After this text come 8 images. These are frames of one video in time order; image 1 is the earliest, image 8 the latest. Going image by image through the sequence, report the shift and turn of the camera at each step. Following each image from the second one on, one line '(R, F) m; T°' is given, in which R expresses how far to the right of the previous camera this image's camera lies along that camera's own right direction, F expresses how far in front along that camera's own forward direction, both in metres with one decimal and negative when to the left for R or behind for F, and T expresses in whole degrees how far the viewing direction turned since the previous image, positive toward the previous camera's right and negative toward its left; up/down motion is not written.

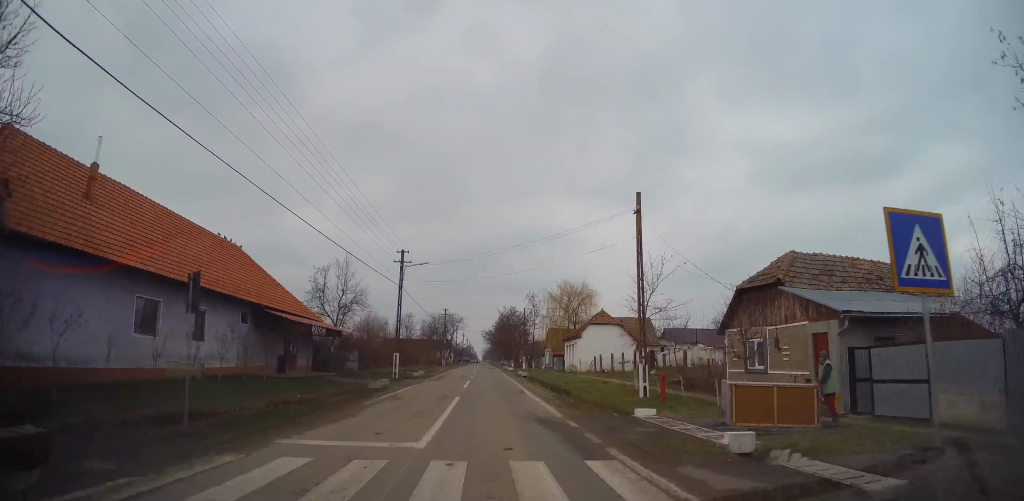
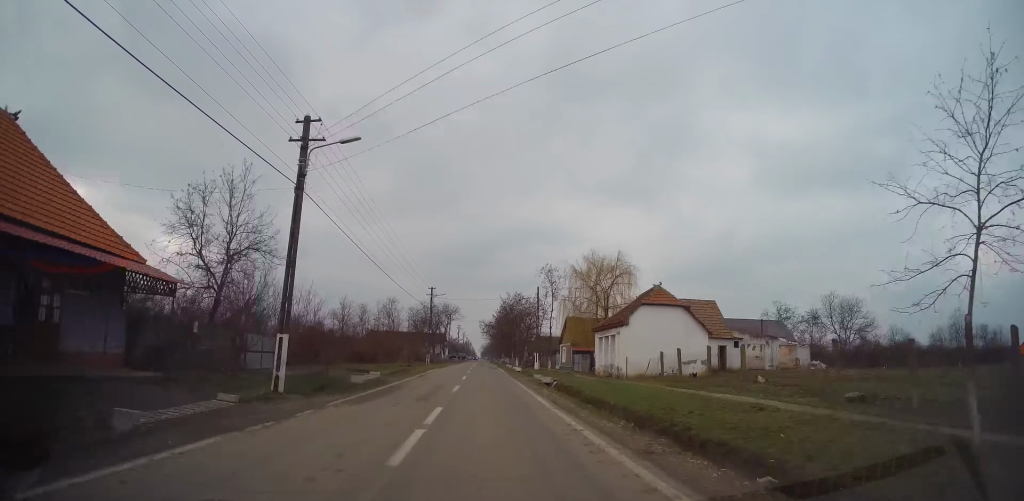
(+0.1, +18.6) m; 0°
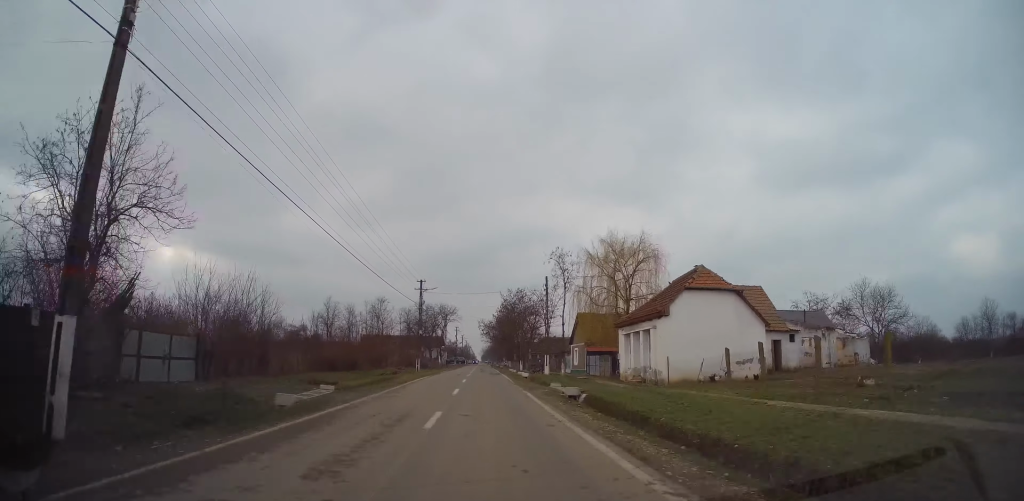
(0.0, +8.3) m; 0°
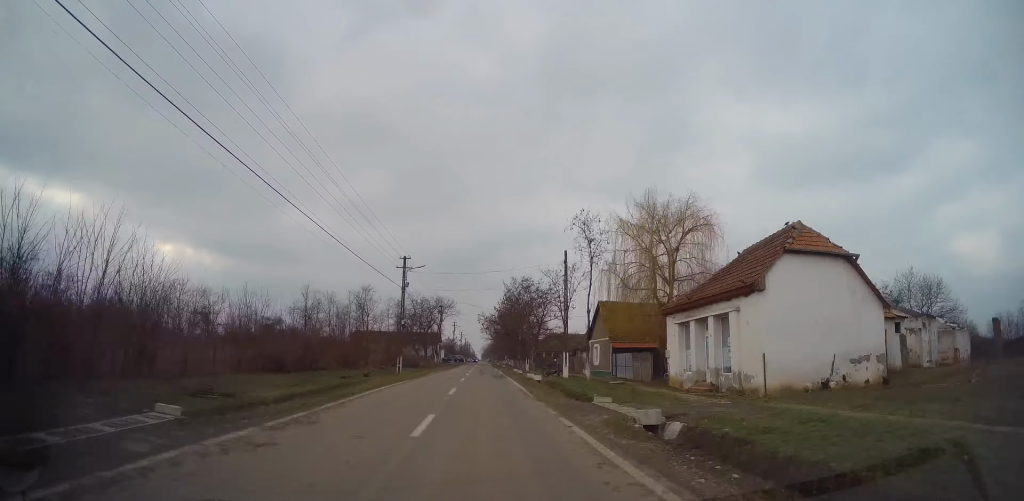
(0.0, +10.2) m; 0°
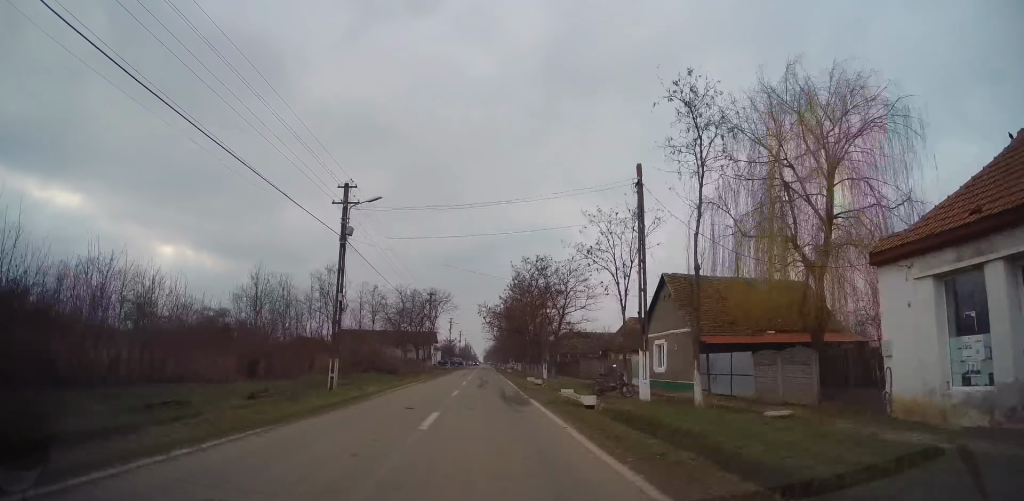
(0.0, +16.6) m; -2°
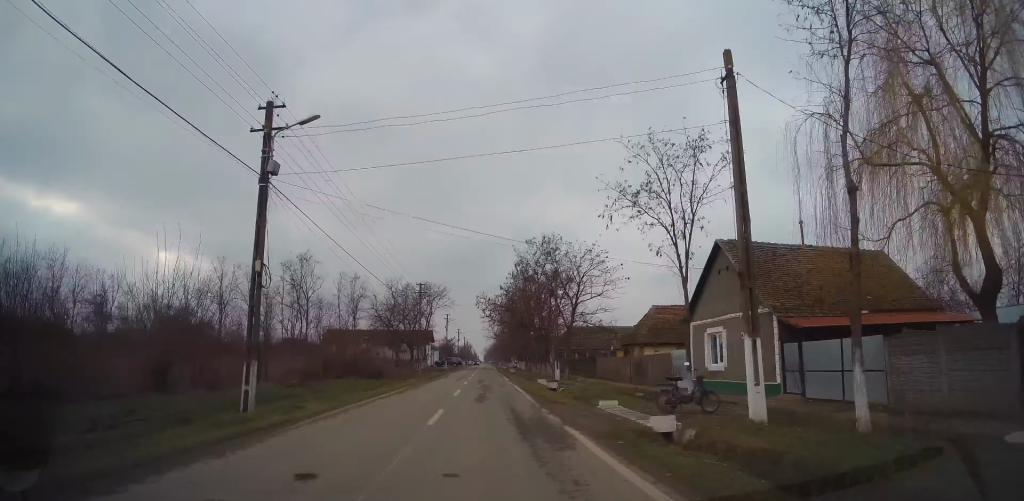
(-0.2, +7.6) m; 0°
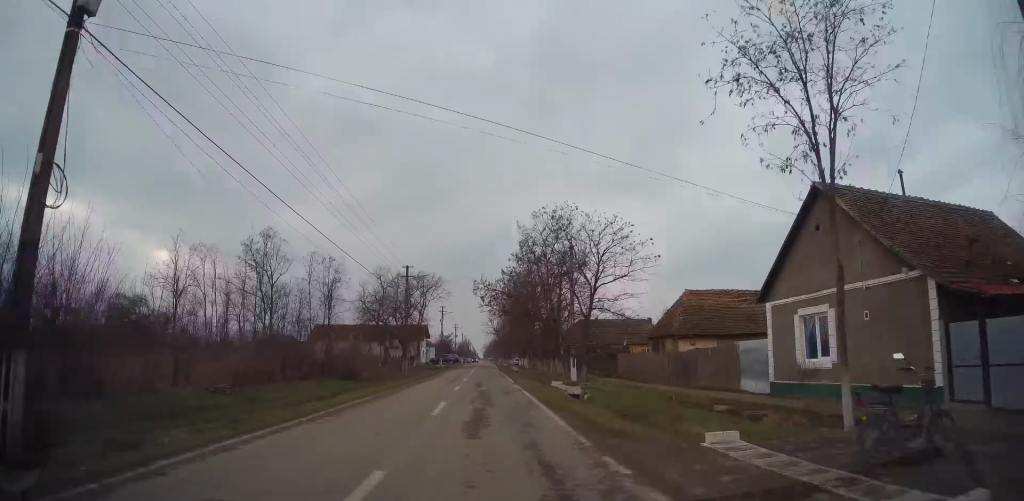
(-0.3, +7.6) m; 0°
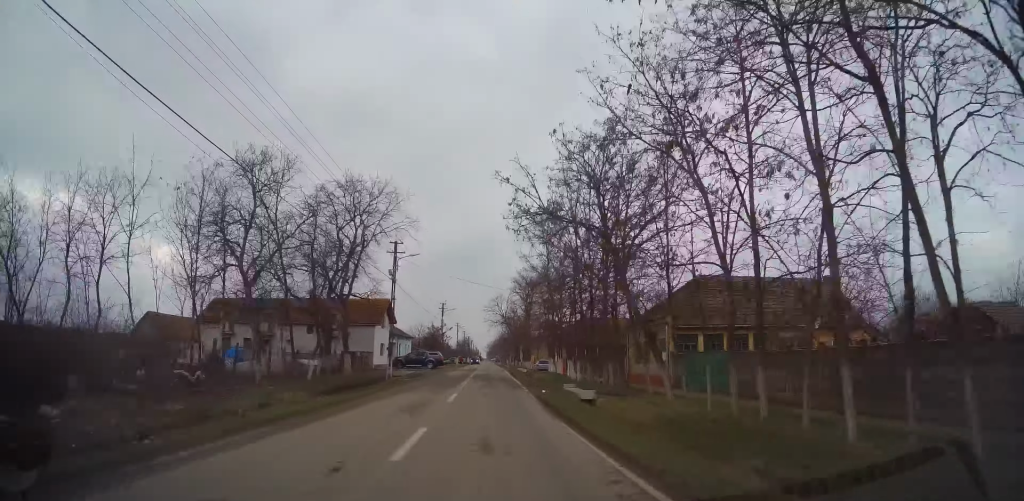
(+0.8, +40.2) m; +1°
